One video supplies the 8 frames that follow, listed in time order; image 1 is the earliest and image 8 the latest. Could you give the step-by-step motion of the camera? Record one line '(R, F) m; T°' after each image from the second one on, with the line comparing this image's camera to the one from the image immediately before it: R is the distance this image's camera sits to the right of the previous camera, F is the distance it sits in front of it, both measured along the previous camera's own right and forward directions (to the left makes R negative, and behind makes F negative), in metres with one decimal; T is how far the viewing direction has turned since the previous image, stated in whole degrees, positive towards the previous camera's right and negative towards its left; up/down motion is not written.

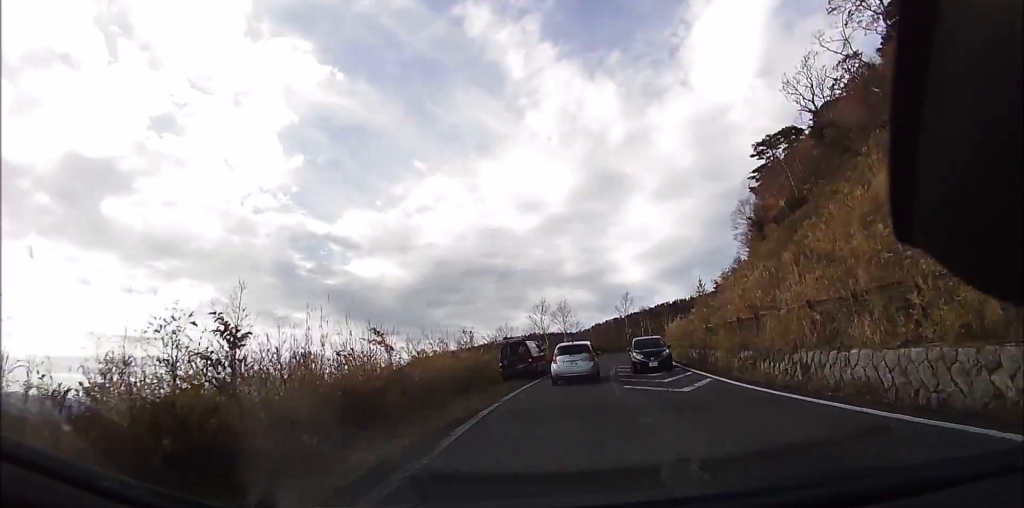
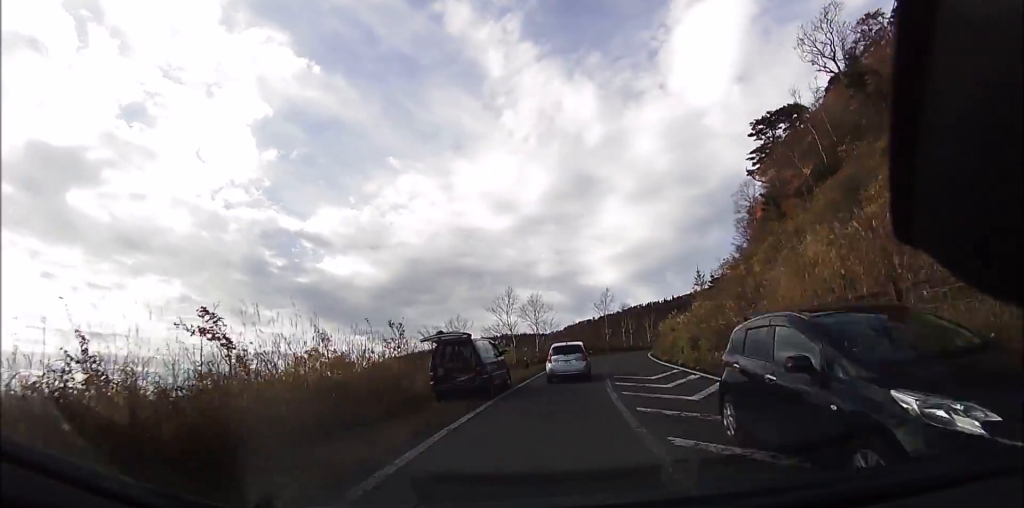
(0.0, +7.1) m; +1°
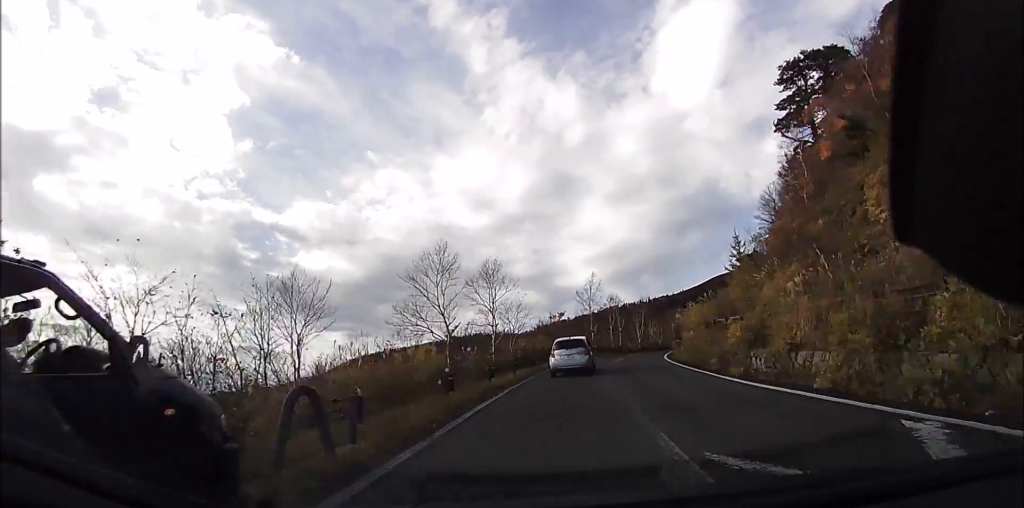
(+0.3, +11.9) m; +3°
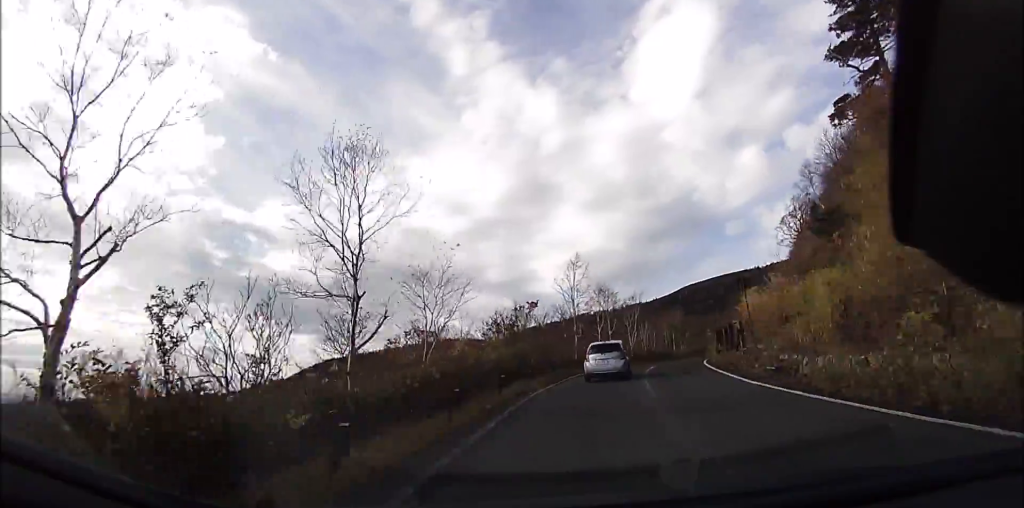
(+0.3, +13.4) m; +4°
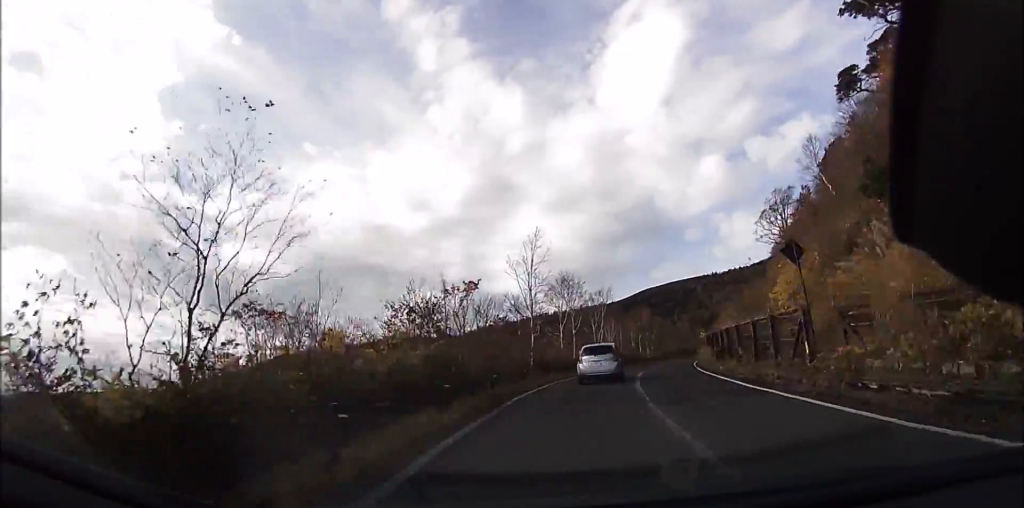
(+0.2, +7.8) m; +4°
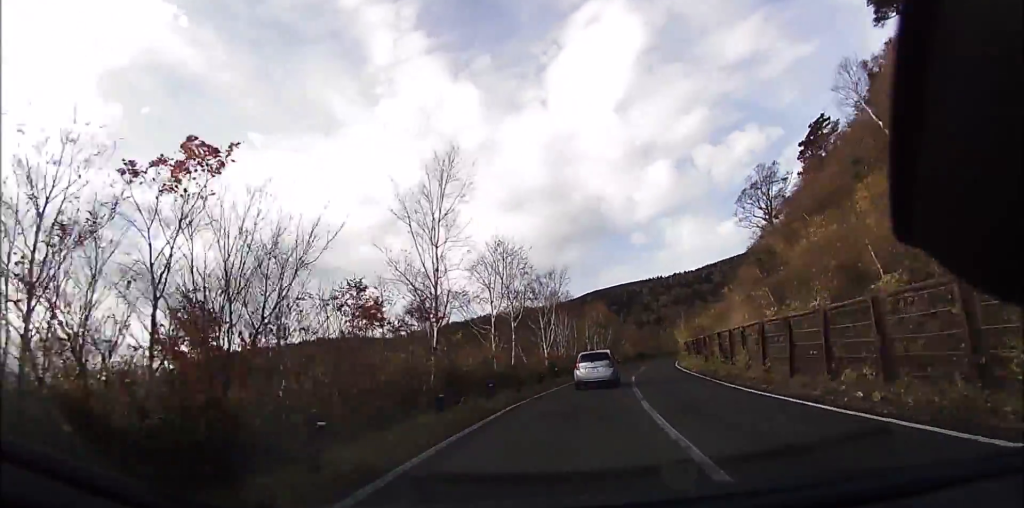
(+0.6, +11.9) m; +6°
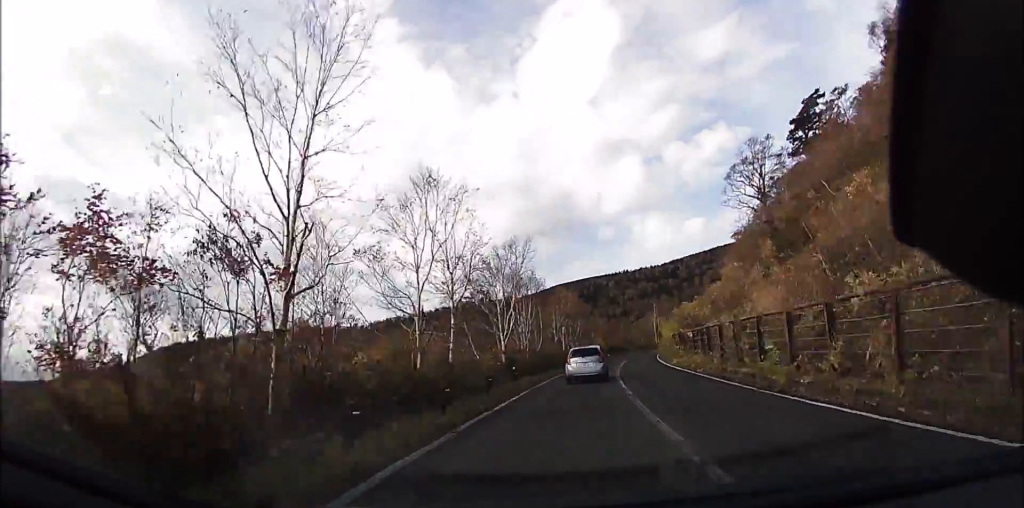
(+0.4, +7.3) m; +4°
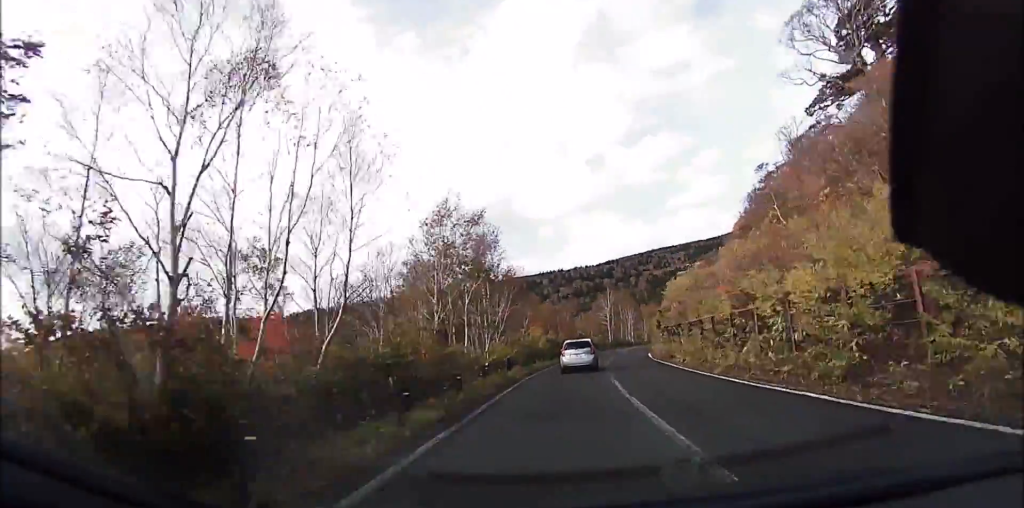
(+2.1, +25.5) m; +9°
